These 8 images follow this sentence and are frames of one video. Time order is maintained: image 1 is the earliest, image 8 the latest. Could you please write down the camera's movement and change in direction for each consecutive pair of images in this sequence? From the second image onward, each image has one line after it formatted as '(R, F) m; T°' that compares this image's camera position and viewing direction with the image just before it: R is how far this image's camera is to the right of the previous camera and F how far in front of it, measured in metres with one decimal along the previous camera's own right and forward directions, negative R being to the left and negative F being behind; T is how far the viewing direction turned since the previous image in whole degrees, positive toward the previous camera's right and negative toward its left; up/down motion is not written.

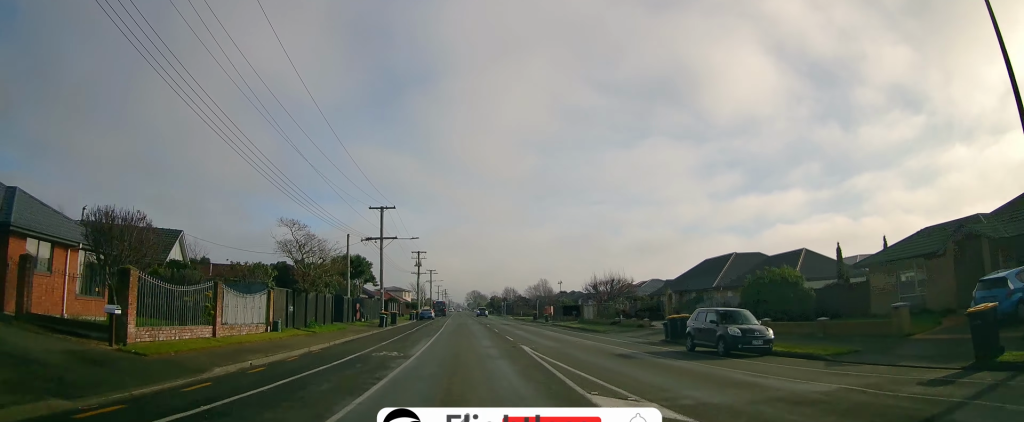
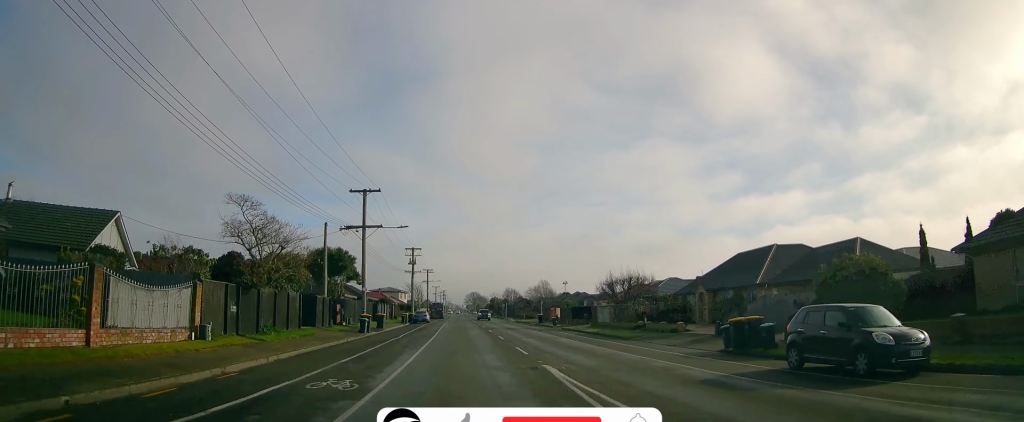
(-0.4, +6.7) m; 0°
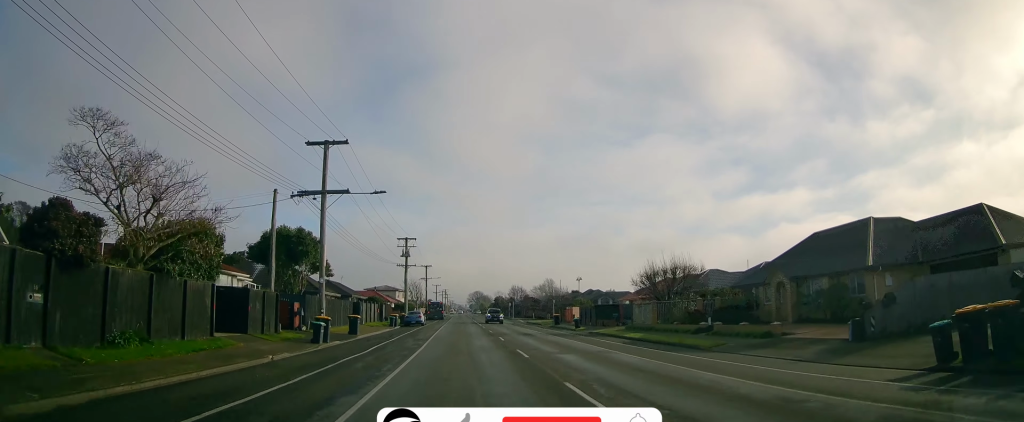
(-0.3, +10.5) m; 0°
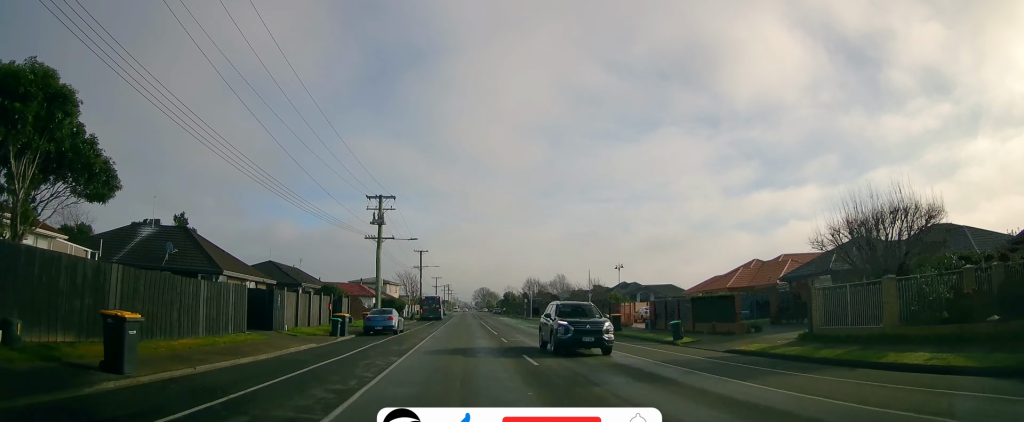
(+0.1, +22.0) m; -3°
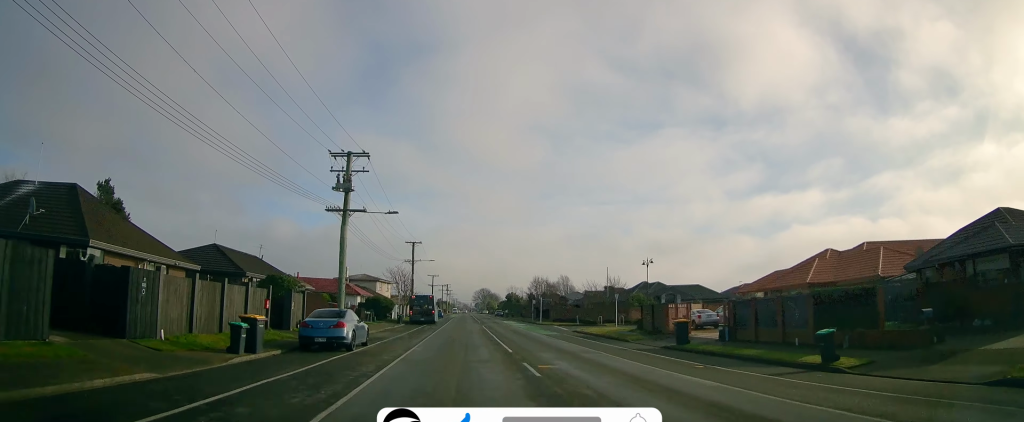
(-0.2, +11.5) m; 0°
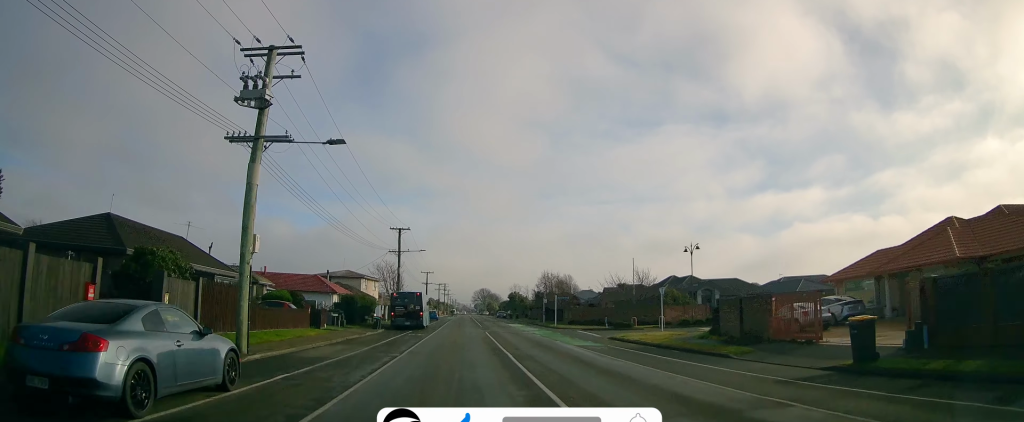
(+0.2, +12.5) m; +1°
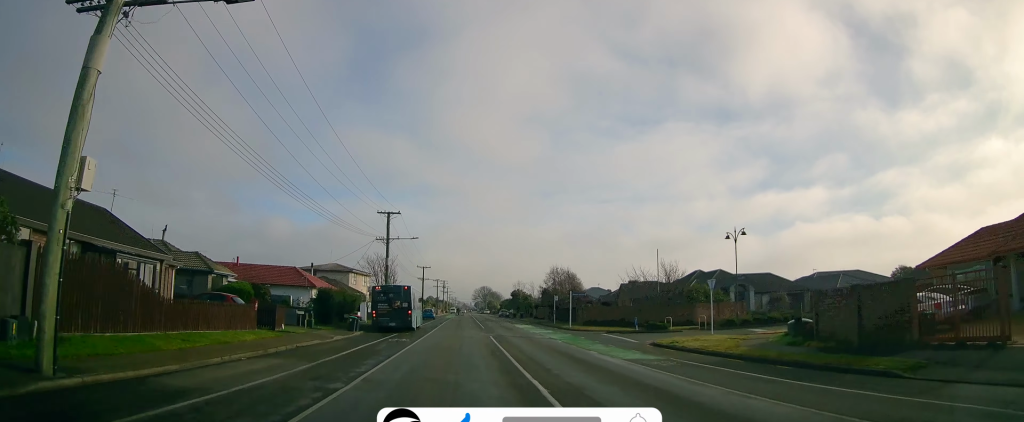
(+0.4, +8.1) m; 0°
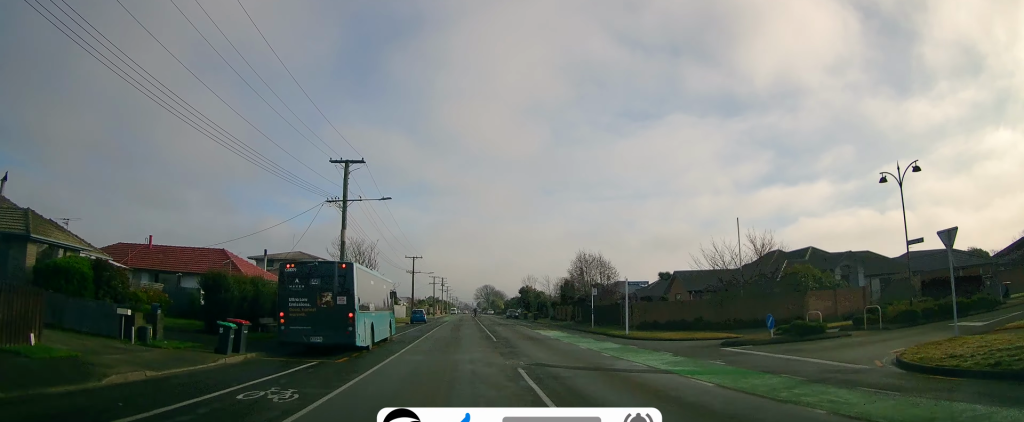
(-0.6, +17.2) m; -1°
